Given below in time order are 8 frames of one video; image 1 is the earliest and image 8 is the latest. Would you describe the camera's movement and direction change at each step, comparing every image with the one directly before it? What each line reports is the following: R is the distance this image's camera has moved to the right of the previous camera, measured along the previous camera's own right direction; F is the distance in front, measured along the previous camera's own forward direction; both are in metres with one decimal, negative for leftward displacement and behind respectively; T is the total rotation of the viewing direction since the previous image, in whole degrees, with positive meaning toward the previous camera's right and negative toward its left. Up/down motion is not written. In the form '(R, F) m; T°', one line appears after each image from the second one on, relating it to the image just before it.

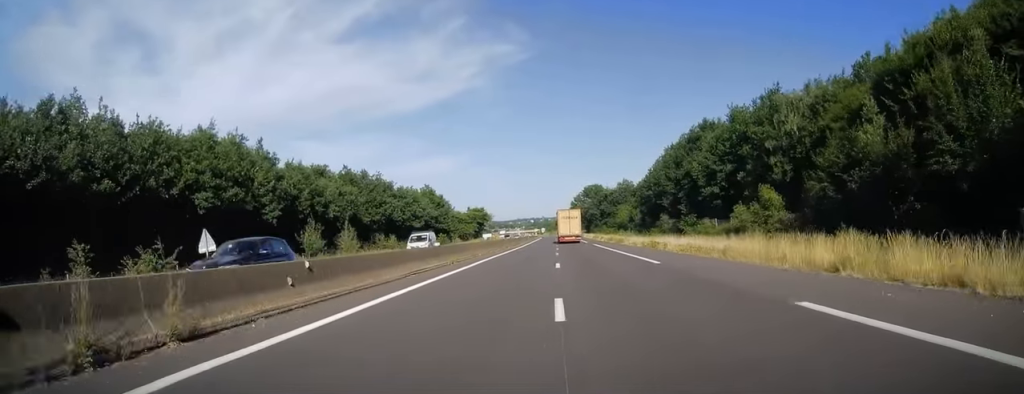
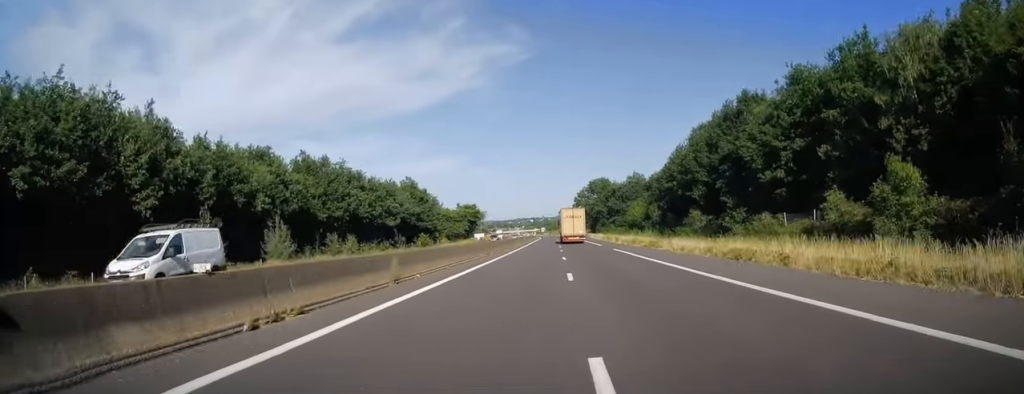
(+0.3, +18.5) m; +1°
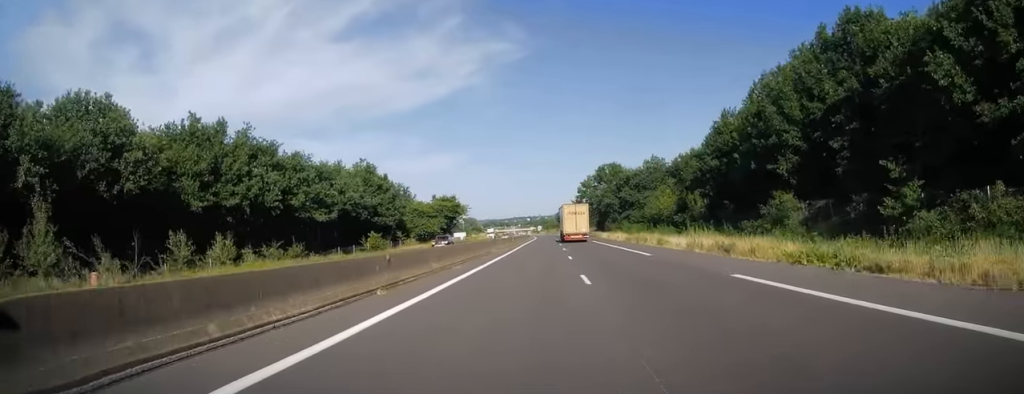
(+0.1, +27.8) m; 0°
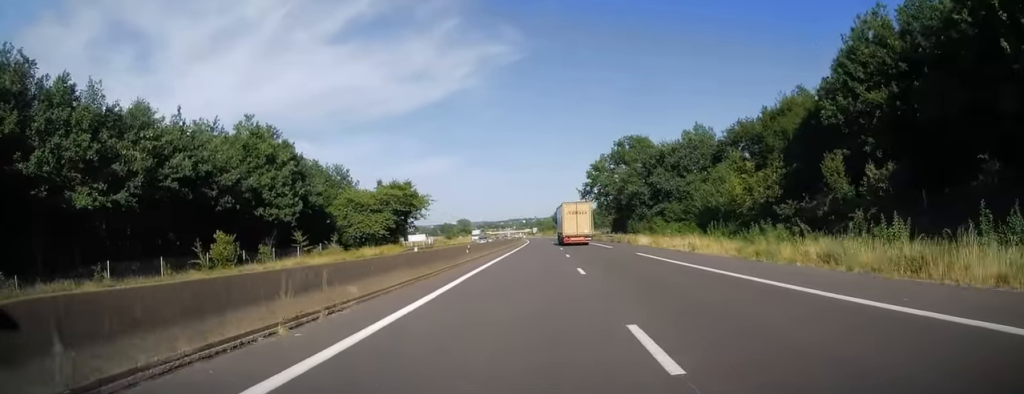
(0.0, +35.5) m; -1°
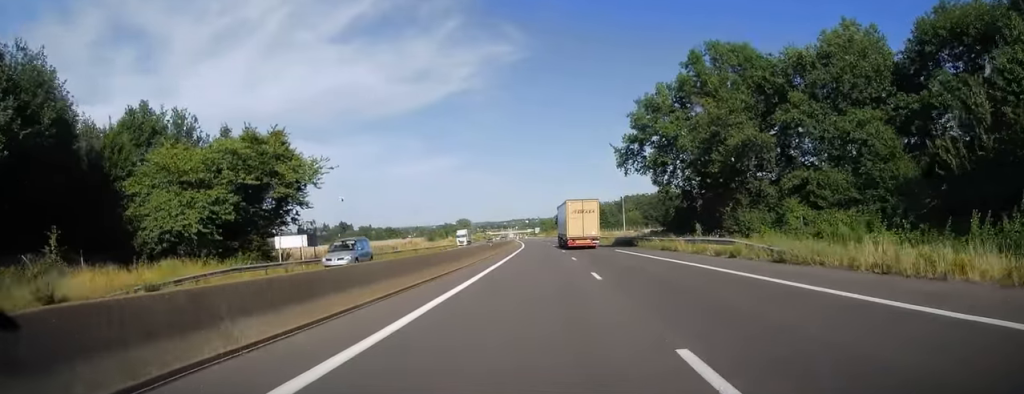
(-0.5, +41.2) m; 0°
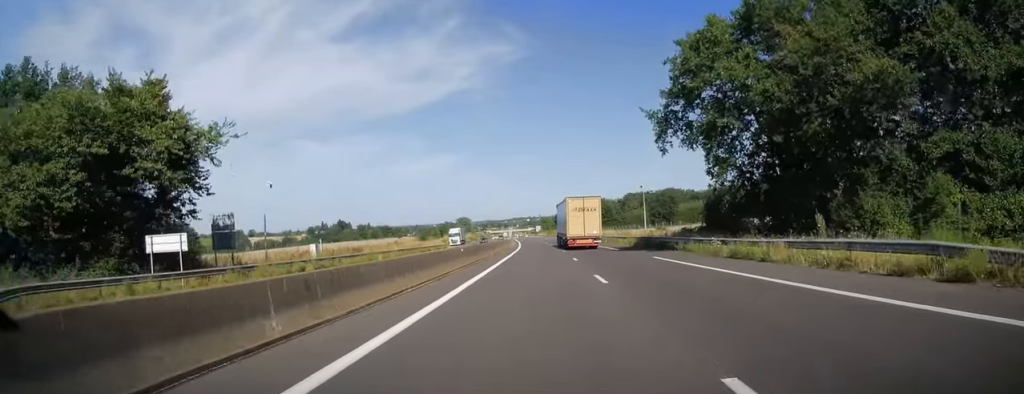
(+0.2, +14.4) m; 0°
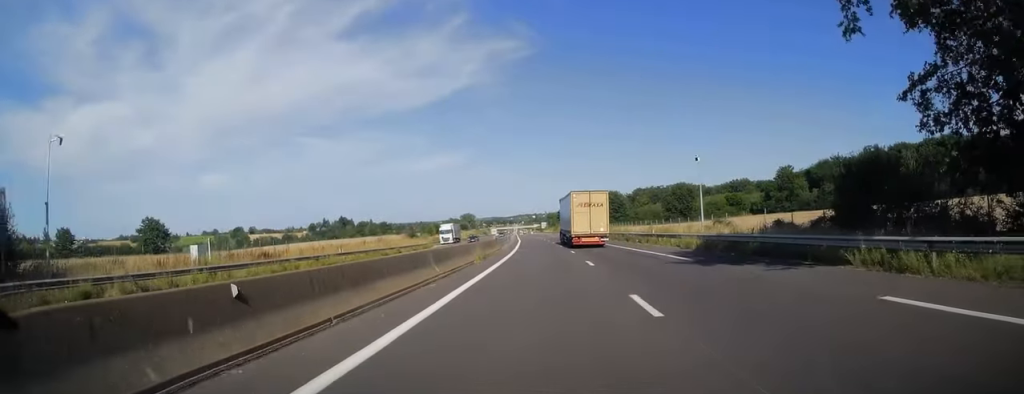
(+0.2, +19.6) m; 0°
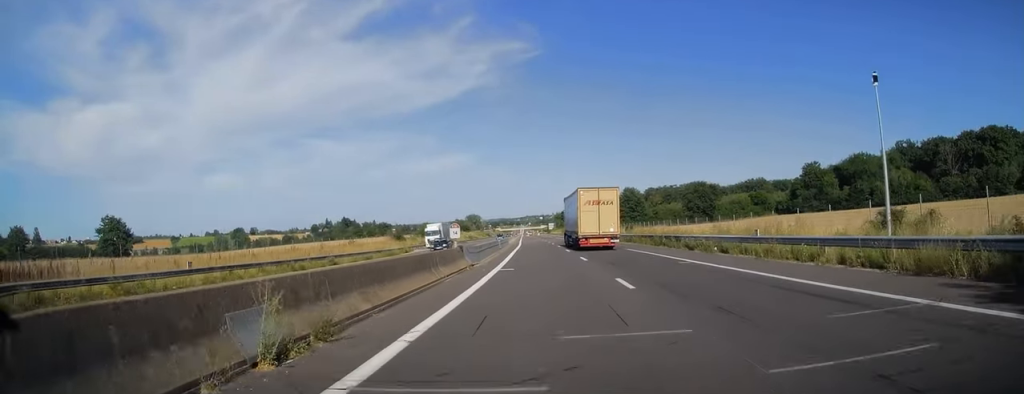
(-0.2, +21.6) m; -1°
